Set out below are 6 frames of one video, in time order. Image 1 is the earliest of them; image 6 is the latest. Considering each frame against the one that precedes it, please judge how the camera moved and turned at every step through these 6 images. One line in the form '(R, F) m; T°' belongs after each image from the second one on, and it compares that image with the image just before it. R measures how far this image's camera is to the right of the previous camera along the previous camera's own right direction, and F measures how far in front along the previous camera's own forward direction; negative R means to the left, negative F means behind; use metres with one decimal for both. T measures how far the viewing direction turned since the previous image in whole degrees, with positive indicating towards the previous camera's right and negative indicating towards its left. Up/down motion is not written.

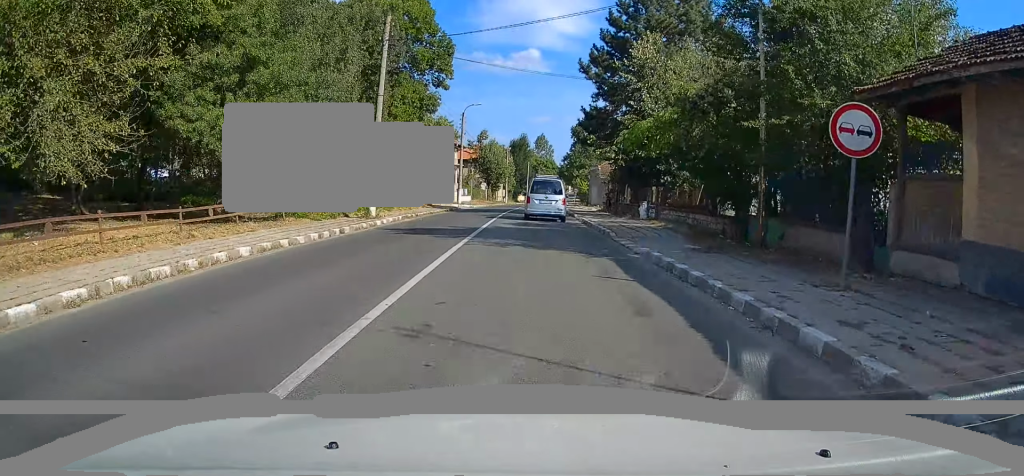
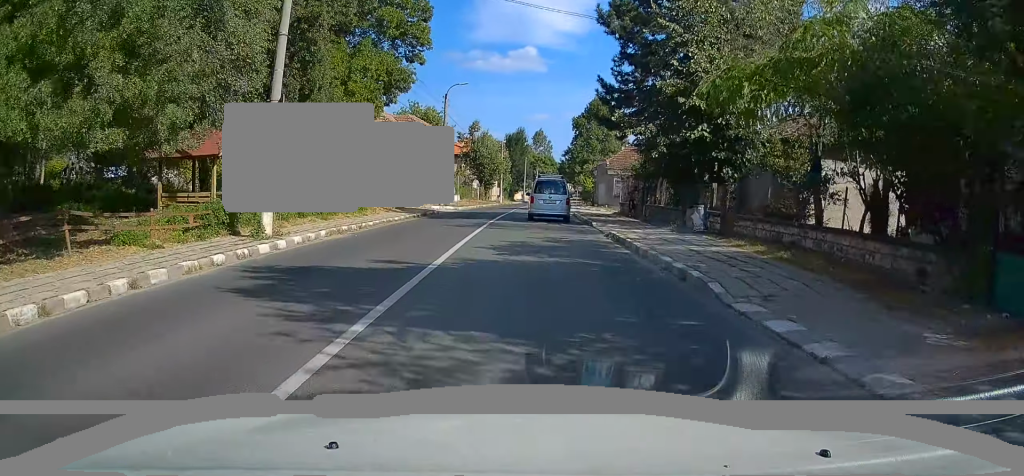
(0.0, +10.3) m; 0°
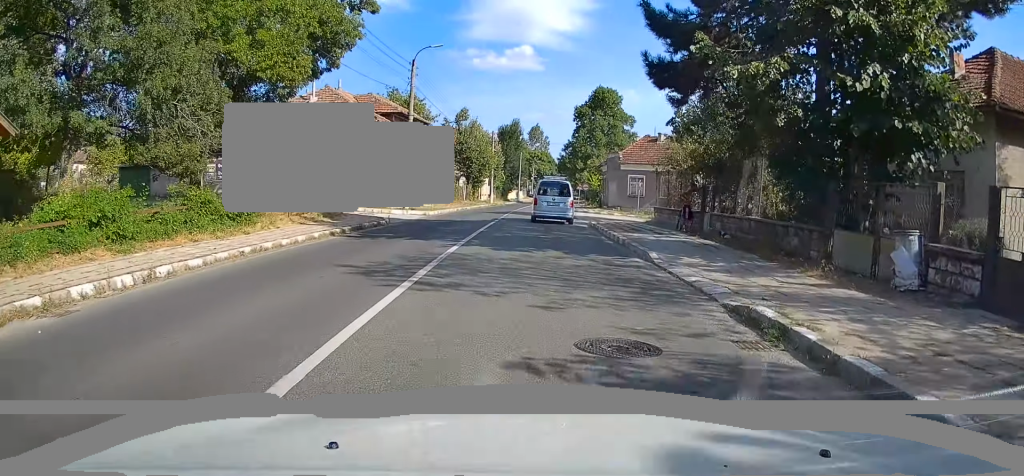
(0.0, +12.0) m; +1°
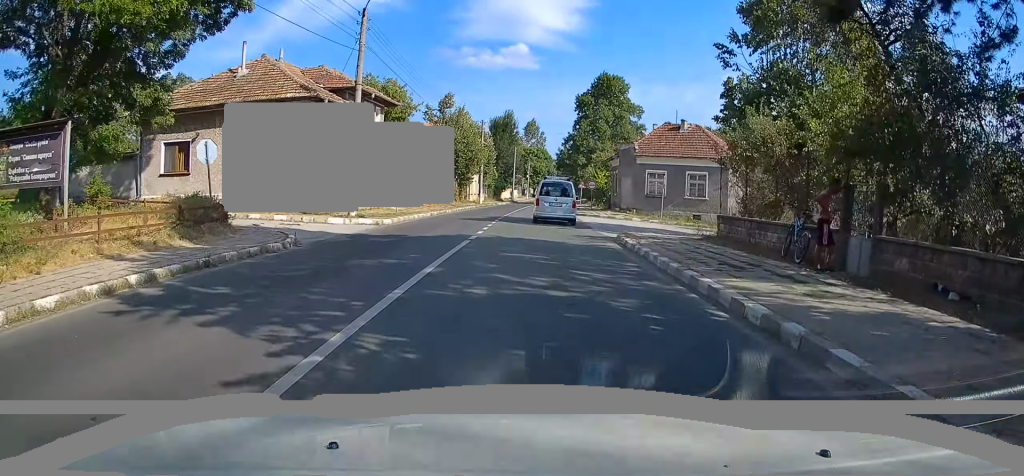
(+0.1, +10.0) m; +1°
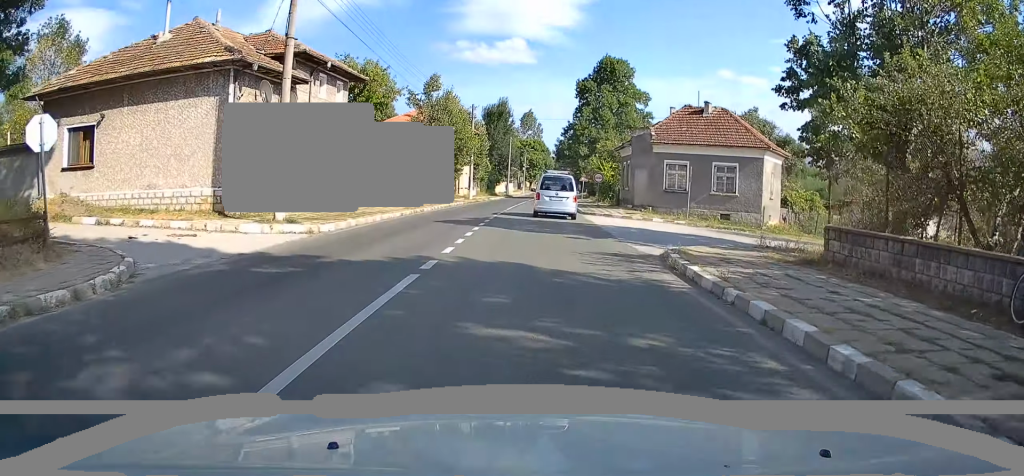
(+0.2, +7.2) m; 0°
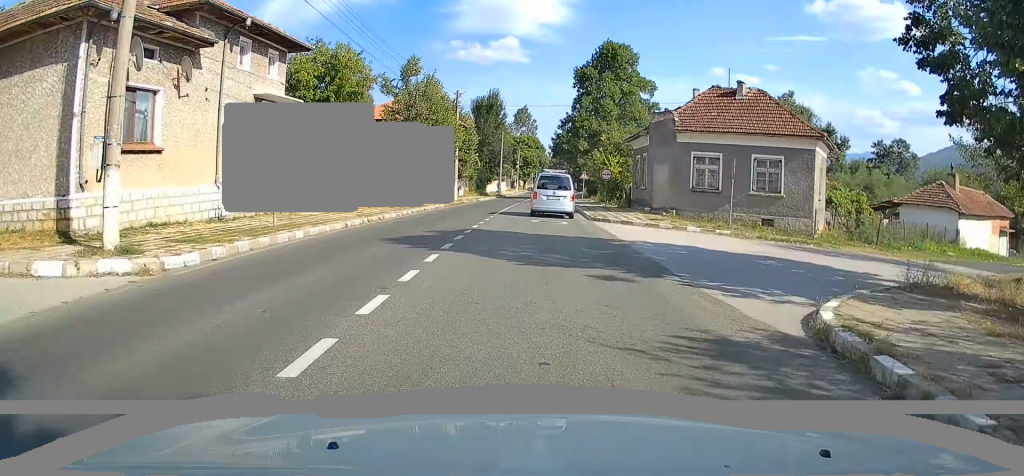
(-0.1, +7.6) m; 0°
